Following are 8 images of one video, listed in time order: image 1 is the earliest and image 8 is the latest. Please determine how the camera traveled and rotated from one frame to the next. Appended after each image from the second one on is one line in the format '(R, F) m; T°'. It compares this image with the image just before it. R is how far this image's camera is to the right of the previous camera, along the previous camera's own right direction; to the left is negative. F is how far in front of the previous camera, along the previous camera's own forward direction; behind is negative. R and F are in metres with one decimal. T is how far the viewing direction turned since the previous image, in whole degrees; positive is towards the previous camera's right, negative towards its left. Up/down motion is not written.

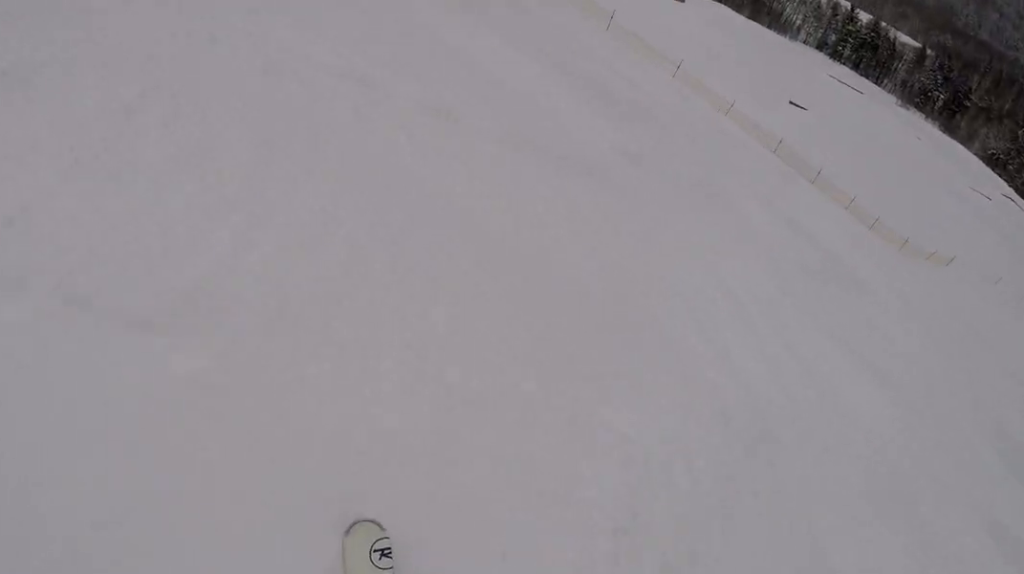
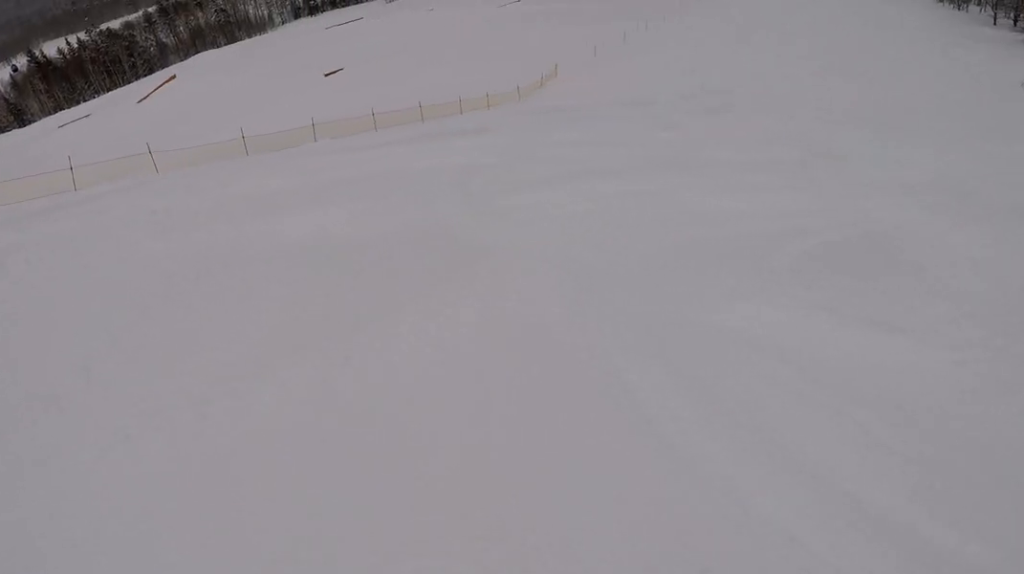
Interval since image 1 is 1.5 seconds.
(-0.7, +6.6) m; +20°
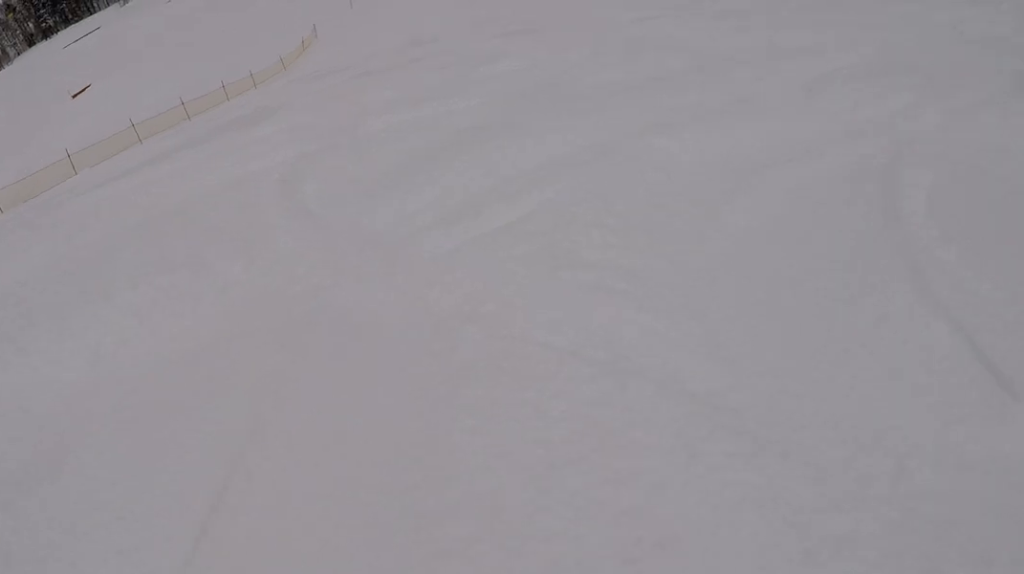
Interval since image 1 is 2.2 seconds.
(+1.2, +2.7) m; +29°
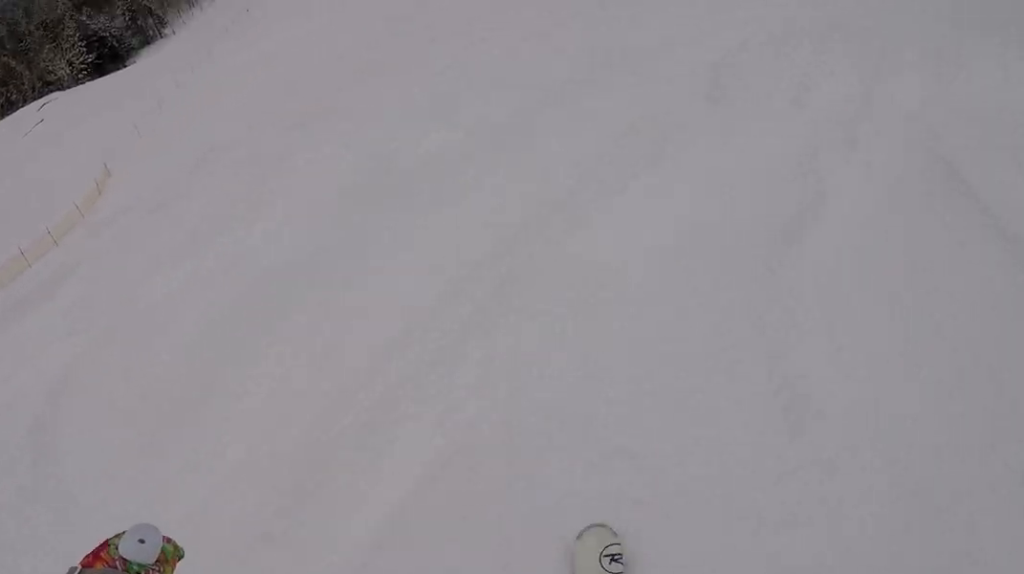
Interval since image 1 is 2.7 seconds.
(+0.3, +1.9) m; +17°
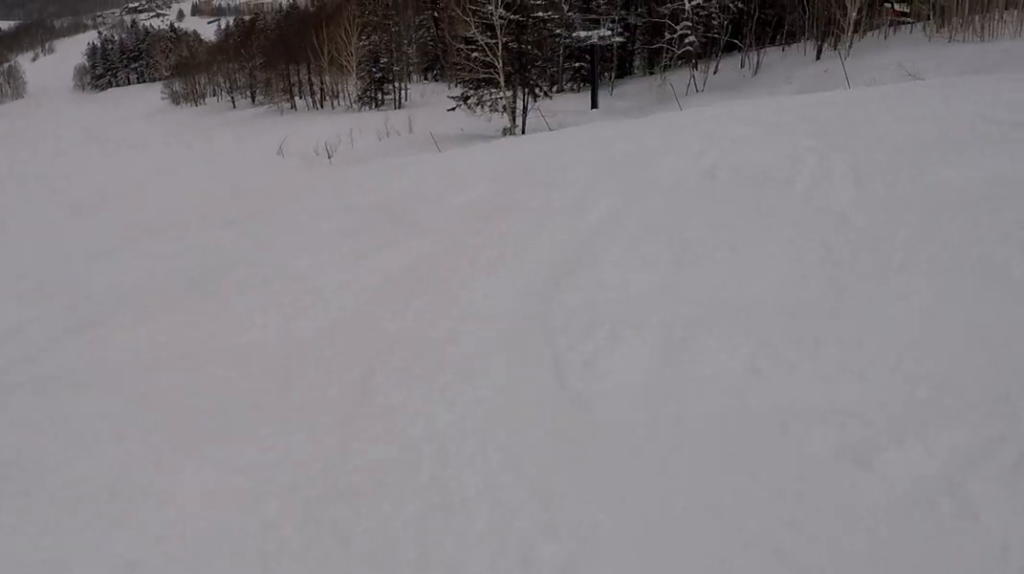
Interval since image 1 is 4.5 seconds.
(+3.6, +7.5) m; +46°
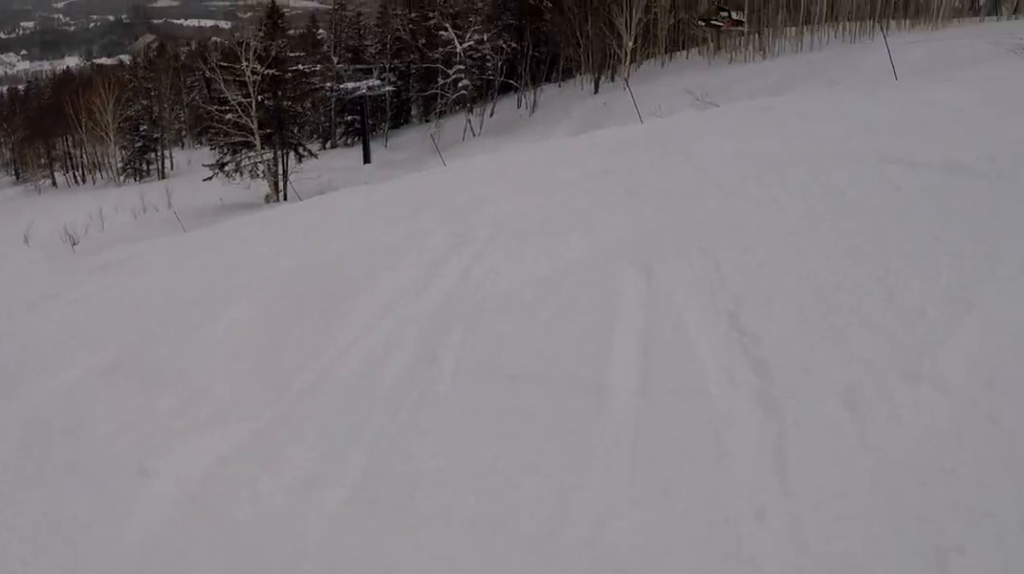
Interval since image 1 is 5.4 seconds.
(+0.6, +4.0) m; +9°
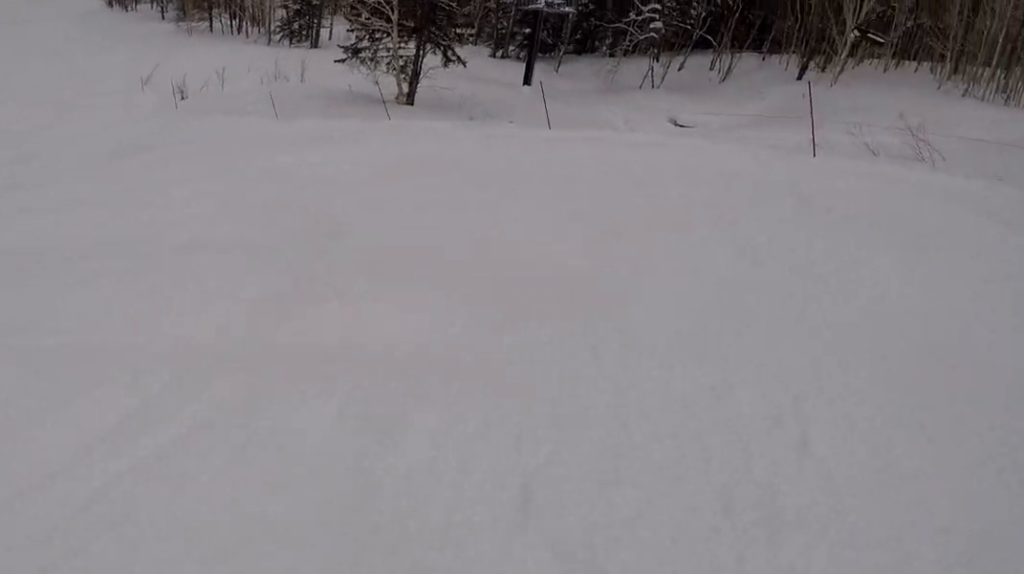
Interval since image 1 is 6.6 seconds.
(-0.1, +6.1) m; -28°
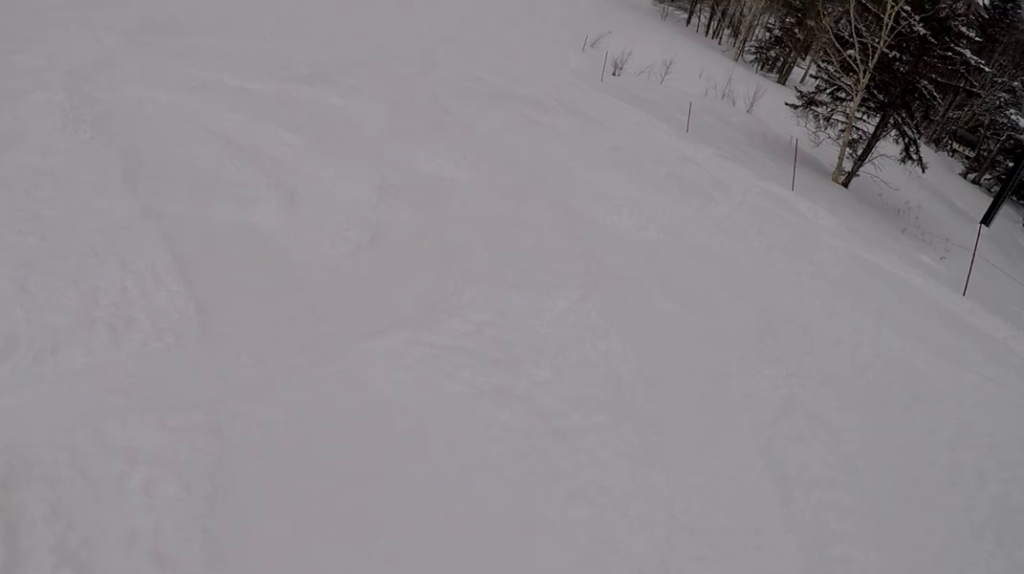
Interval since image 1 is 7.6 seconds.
(-2.1, +4.3) m; -43°
